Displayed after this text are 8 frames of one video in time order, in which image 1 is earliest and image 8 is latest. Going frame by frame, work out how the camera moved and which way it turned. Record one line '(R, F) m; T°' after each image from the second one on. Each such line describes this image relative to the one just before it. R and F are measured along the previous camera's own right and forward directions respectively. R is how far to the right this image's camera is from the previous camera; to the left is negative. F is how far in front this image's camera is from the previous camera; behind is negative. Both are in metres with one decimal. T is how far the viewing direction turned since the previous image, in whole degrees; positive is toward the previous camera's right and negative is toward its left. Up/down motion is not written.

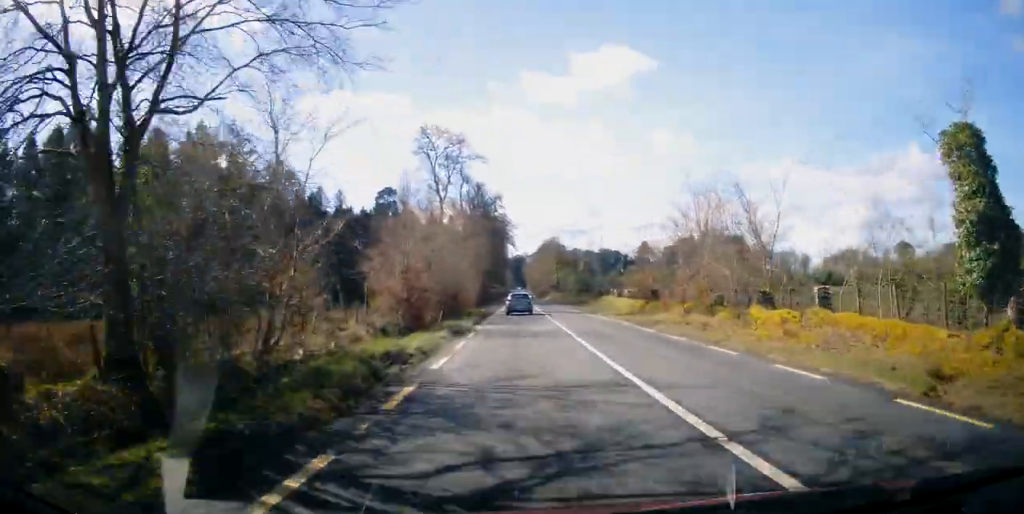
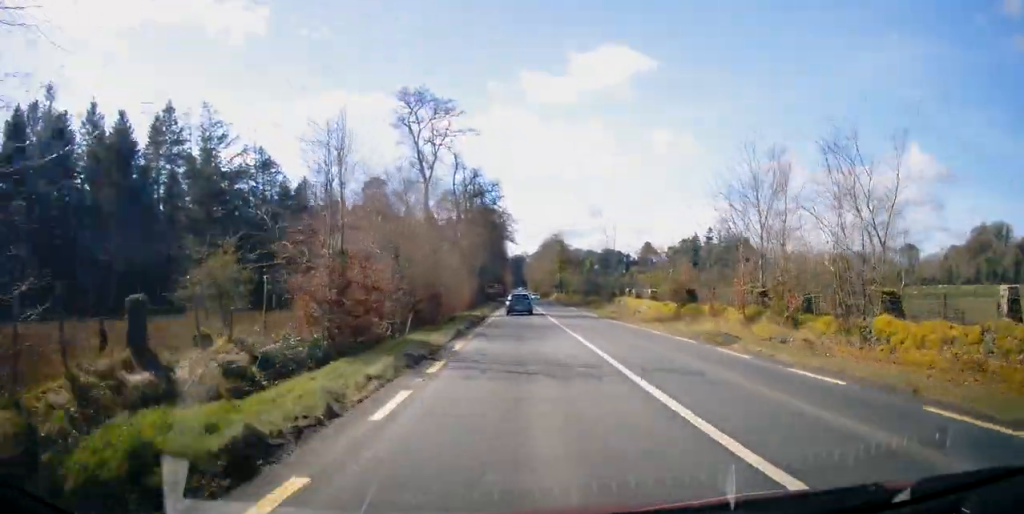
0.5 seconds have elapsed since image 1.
(0.0, +8.8) m; 0°
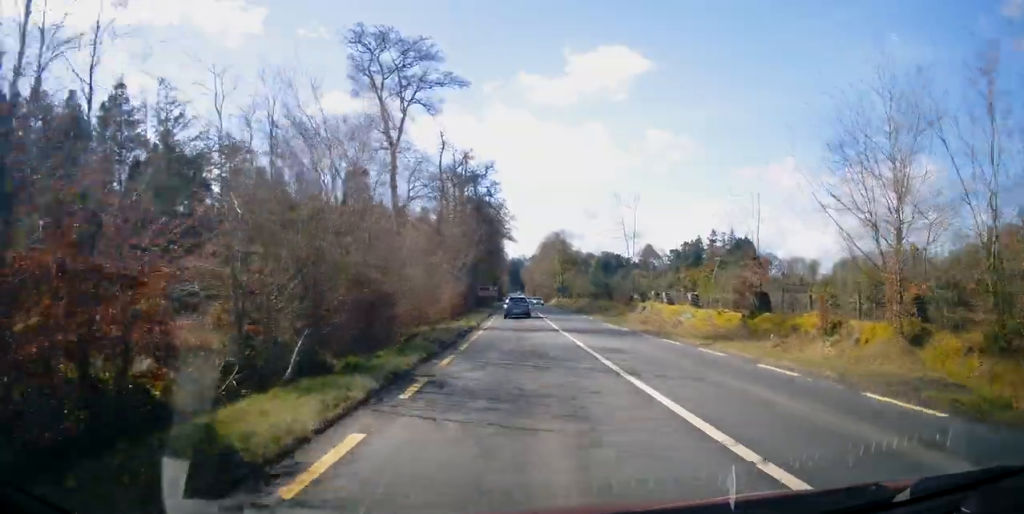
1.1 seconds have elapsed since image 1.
(0.0, +10.5) m; 0°
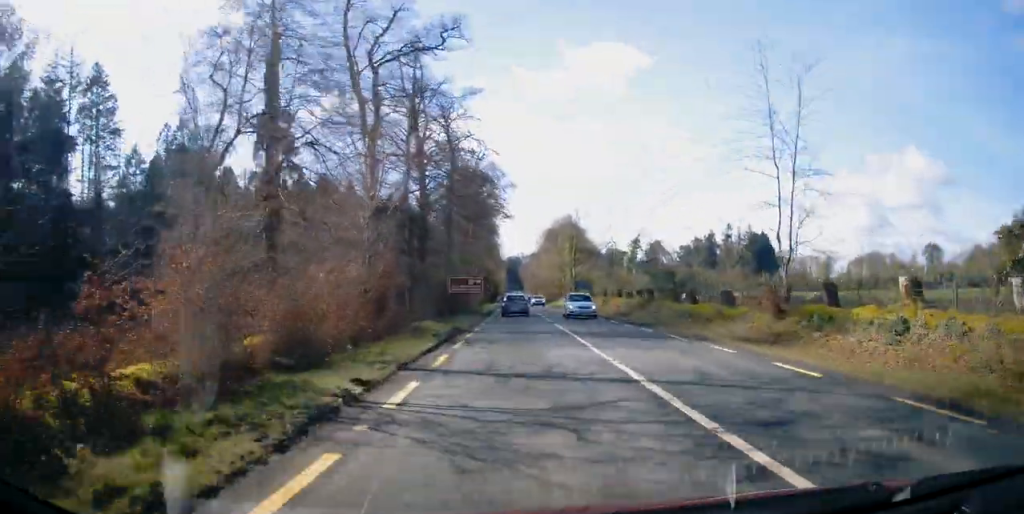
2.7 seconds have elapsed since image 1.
(+0.1, +28.8) m; +1°
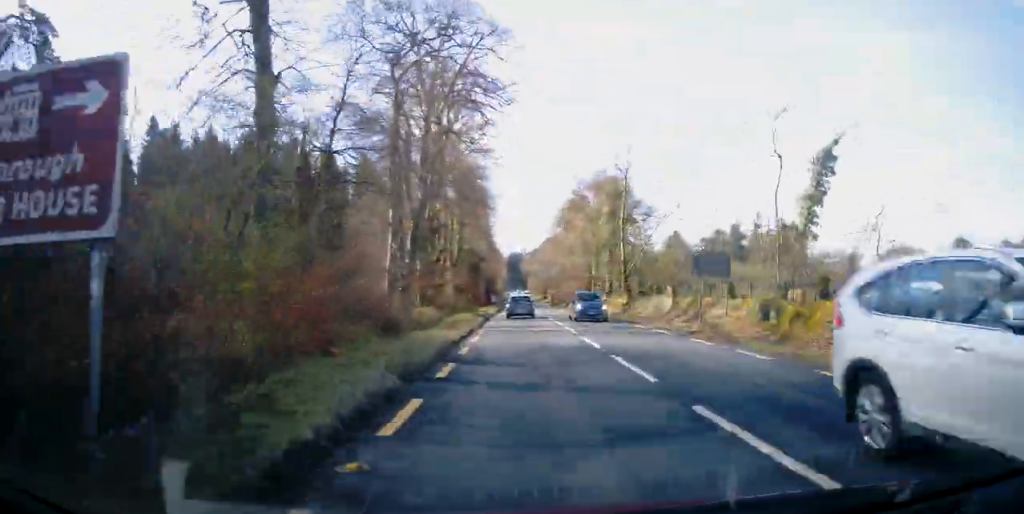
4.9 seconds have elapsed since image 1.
(-0.5, +37.9) m; -1°
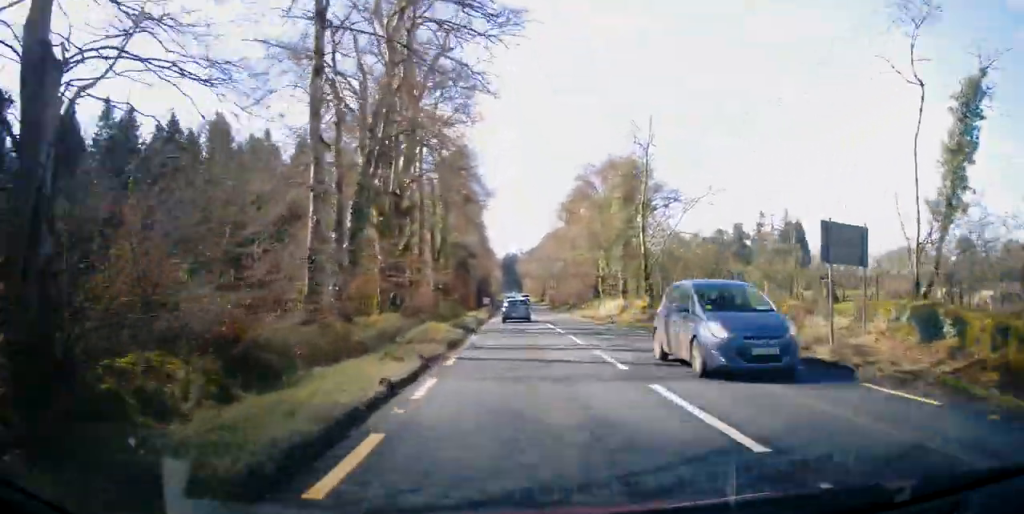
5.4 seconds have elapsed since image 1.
(+0.1, +9.9) m; +1°
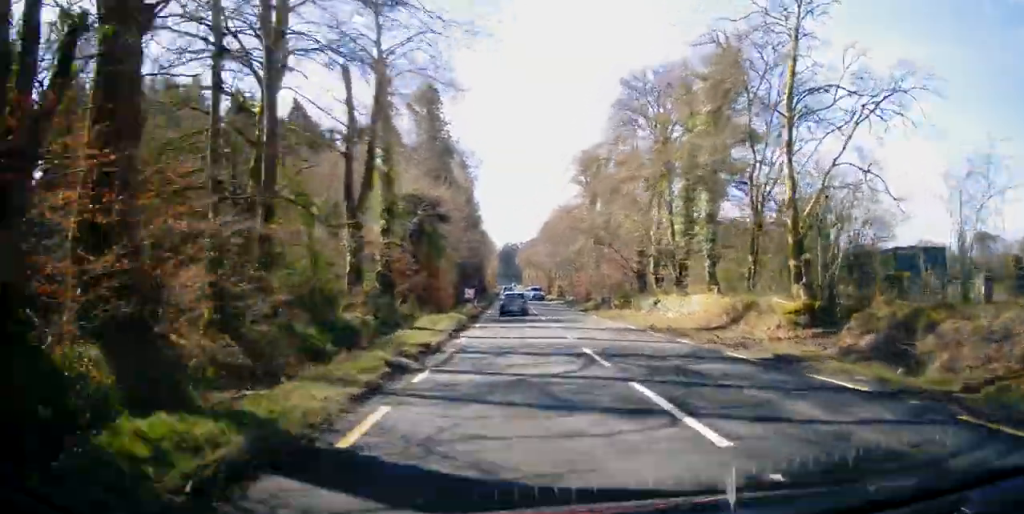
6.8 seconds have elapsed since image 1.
(+0.1, +23.3) m; 0°
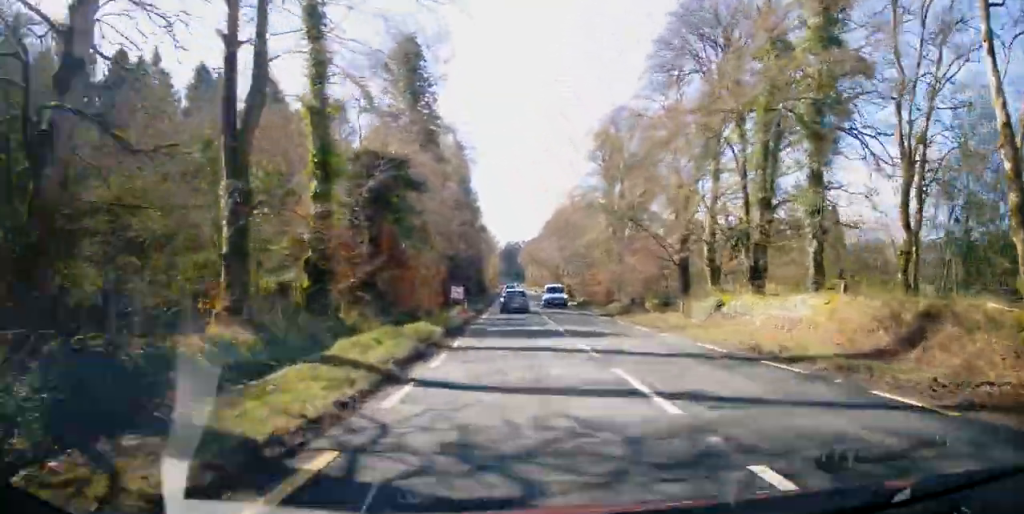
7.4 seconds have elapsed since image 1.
(-0.2, +10.5) m; -1°
